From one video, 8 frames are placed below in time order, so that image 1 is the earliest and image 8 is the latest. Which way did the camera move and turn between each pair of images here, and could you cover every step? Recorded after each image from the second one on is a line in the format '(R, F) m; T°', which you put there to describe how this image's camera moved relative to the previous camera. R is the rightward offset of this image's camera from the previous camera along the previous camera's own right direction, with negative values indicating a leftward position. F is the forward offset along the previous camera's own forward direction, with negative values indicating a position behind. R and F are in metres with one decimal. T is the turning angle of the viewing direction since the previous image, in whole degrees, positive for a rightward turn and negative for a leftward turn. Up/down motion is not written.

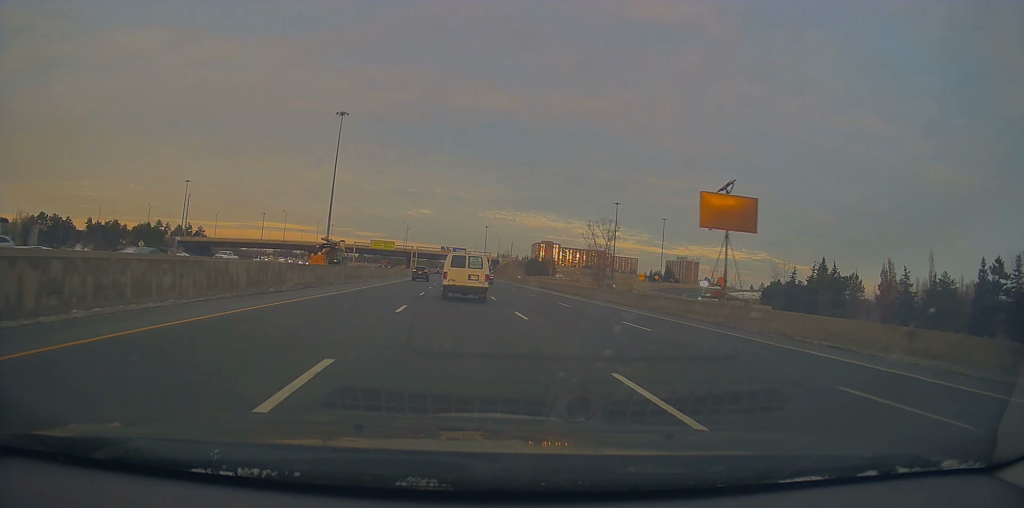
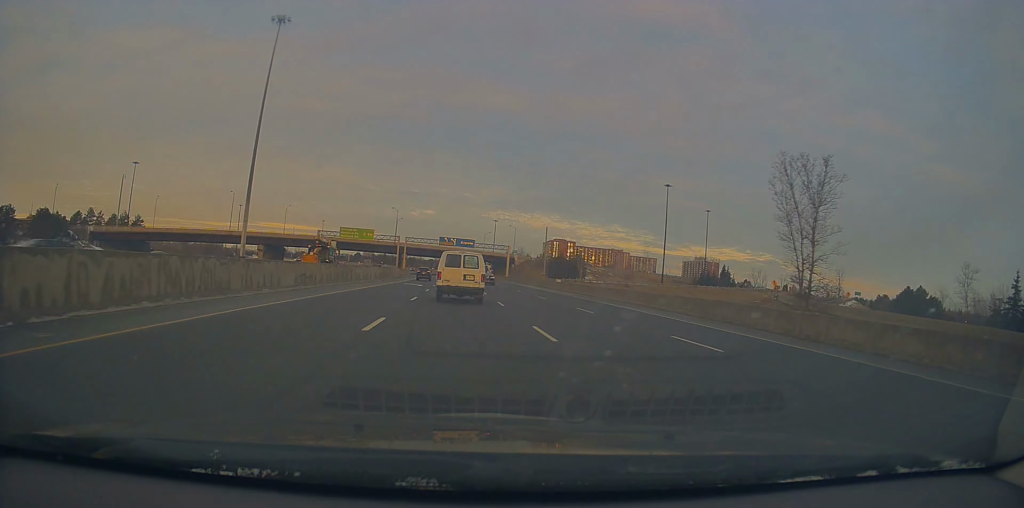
(+2.5, +53.6) m; +3°
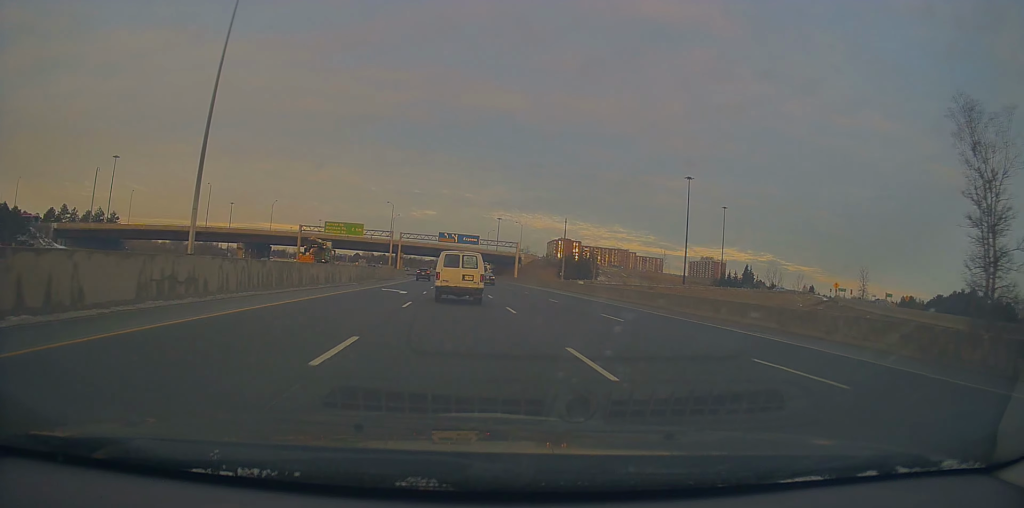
(-0.5, +16.3) m; -1°
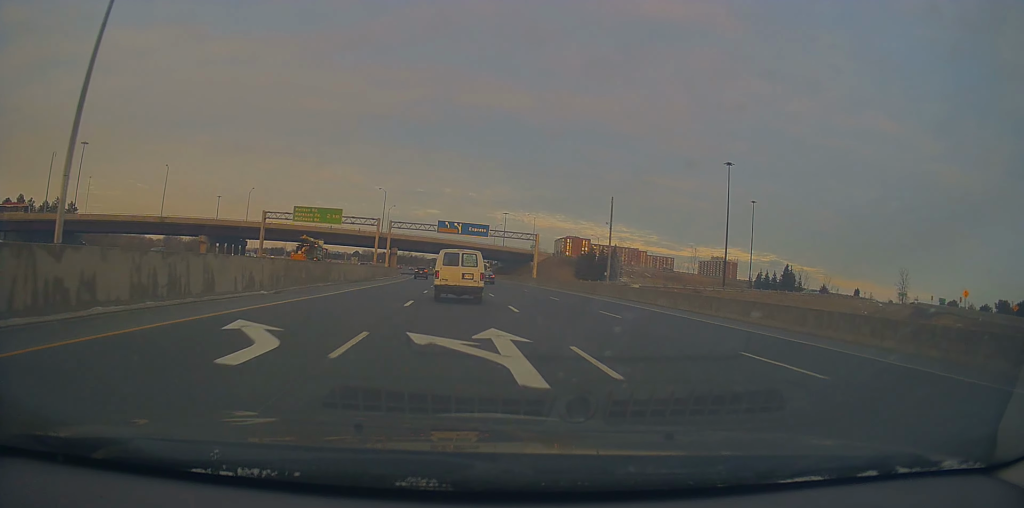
(-0.5, +23.9) m; -1°
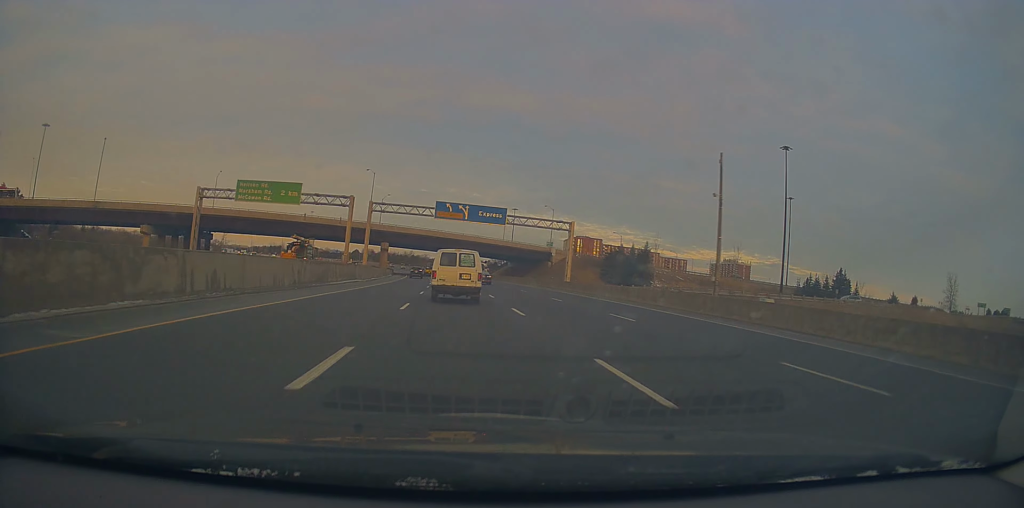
(0.0, +25.6) m; 0°
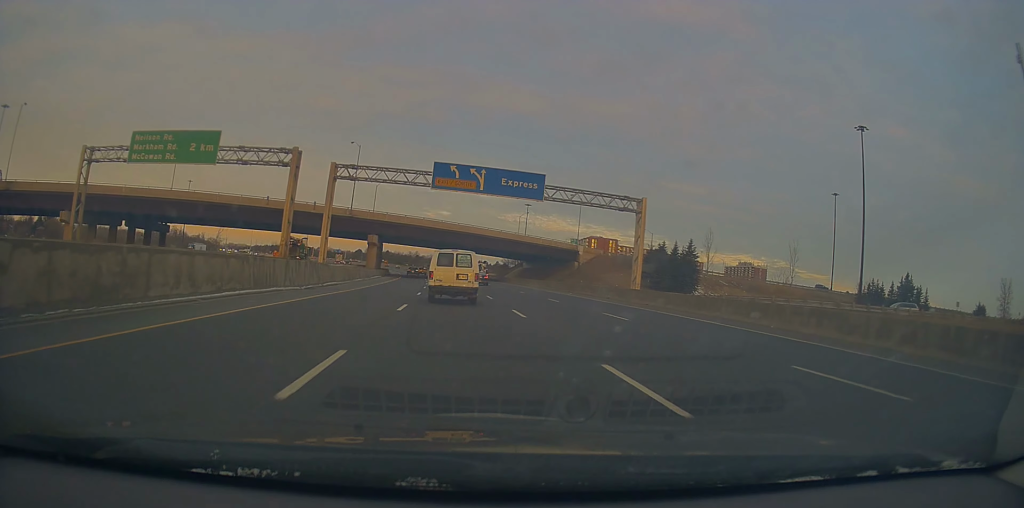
(-0.4, +24.5) m; 0°
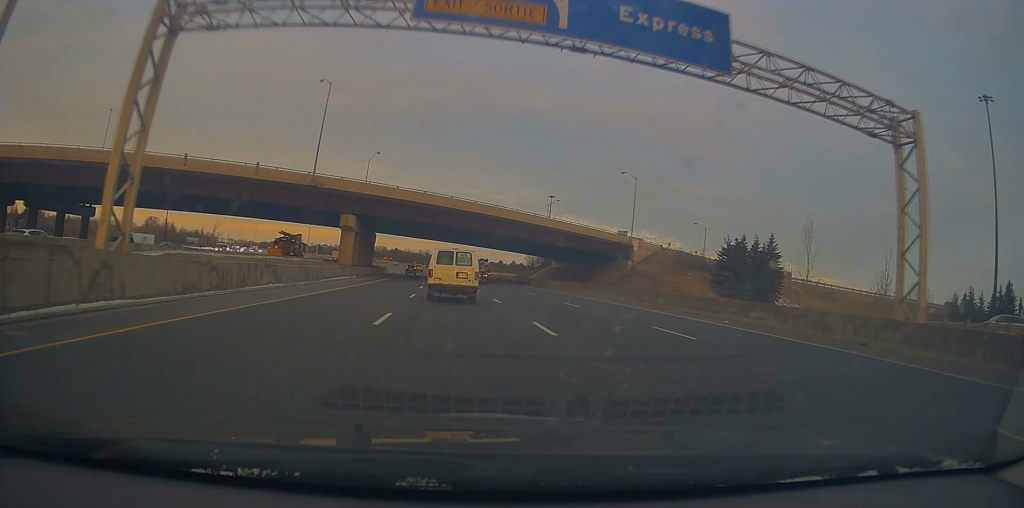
(+0.4, +29.2) m; 0°
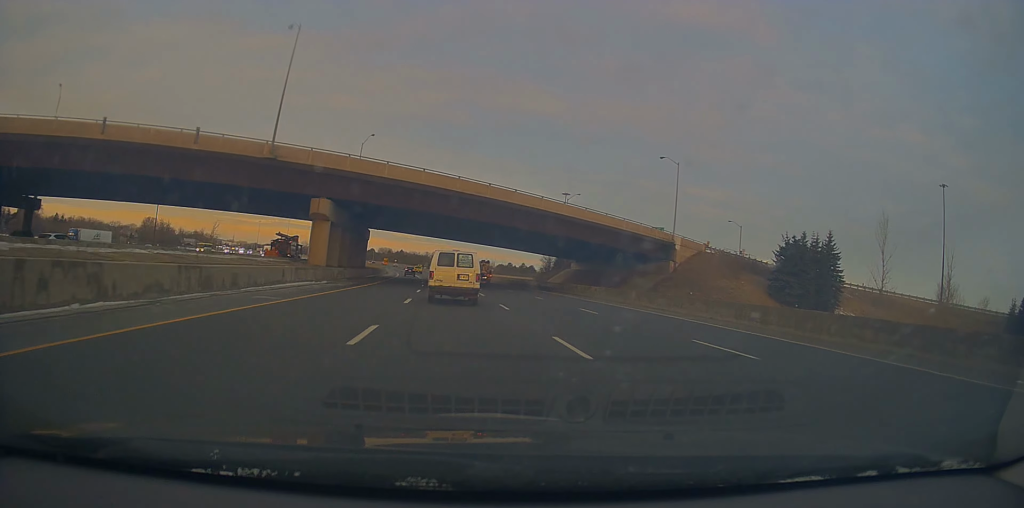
(-0.2, +15.0) m; -1°
